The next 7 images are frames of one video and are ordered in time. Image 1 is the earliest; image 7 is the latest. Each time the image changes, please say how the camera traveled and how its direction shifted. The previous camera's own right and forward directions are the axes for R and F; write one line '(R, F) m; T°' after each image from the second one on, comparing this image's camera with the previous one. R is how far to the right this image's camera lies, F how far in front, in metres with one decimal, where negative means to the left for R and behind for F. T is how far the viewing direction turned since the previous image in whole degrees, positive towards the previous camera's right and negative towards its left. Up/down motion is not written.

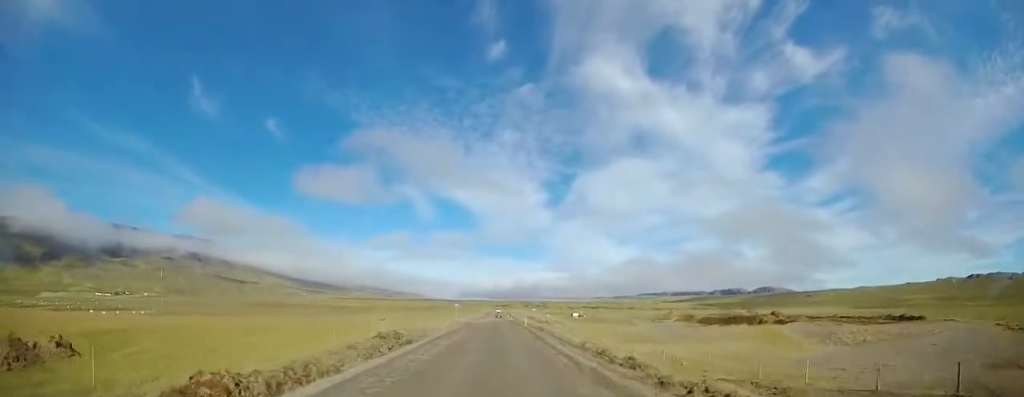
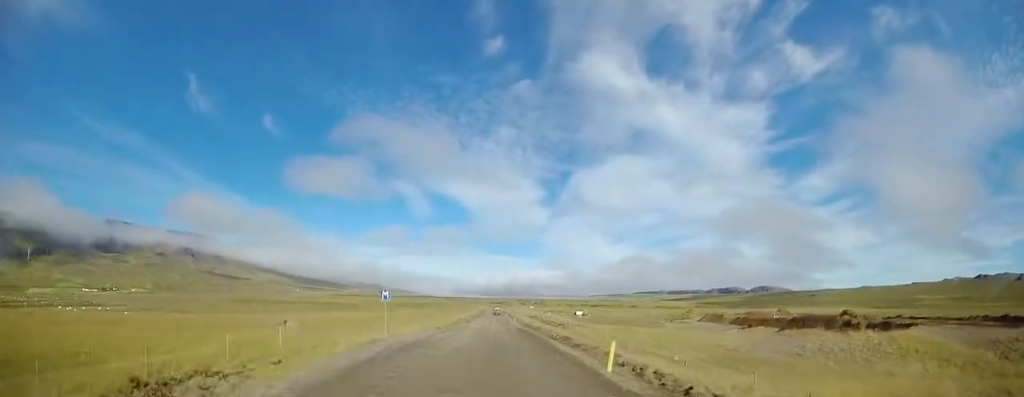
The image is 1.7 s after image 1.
(-0.3, +32.7) m; -1°
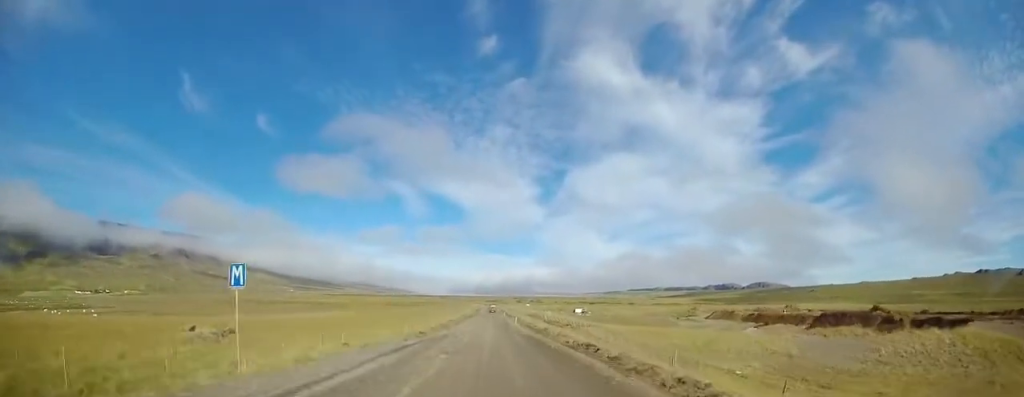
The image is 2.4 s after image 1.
(-0.2, +12.1) m; 0°
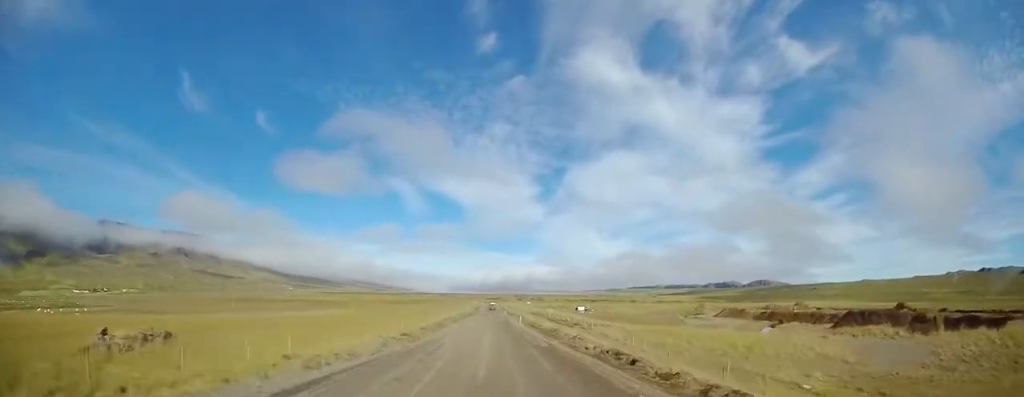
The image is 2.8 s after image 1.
(-0.2, +7.7) m; 0°
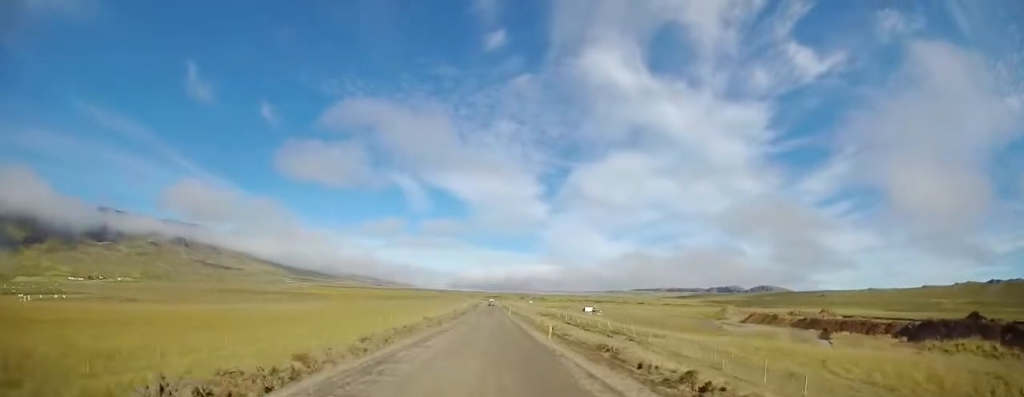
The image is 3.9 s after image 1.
(+0.5, +21.1) m; +1°
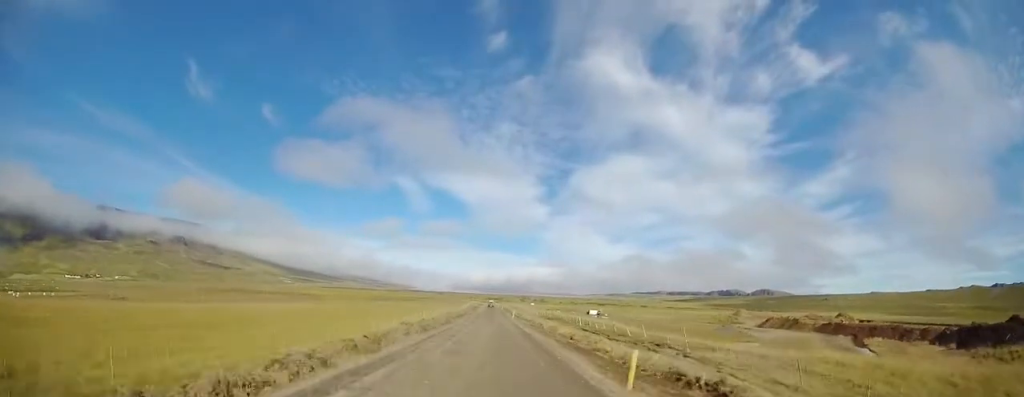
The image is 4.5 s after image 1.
(-0.1, +11.6) m; +1°
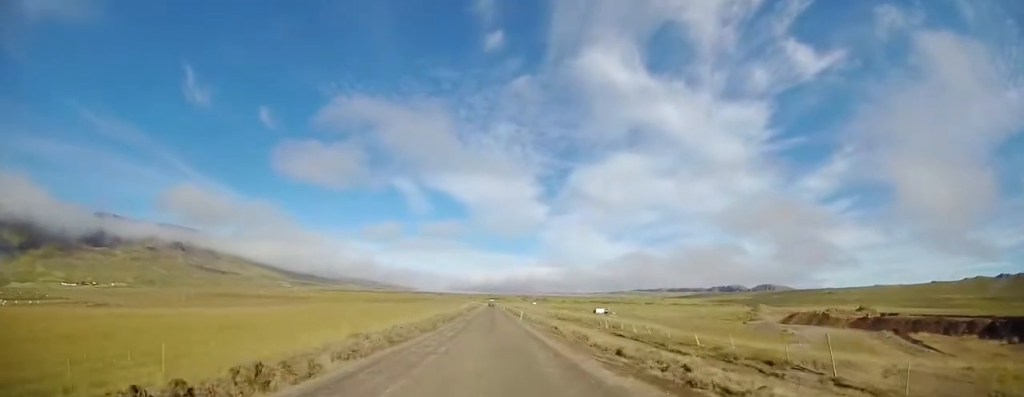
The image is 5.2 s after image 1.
(+0.1, +14.2) m; +1°
